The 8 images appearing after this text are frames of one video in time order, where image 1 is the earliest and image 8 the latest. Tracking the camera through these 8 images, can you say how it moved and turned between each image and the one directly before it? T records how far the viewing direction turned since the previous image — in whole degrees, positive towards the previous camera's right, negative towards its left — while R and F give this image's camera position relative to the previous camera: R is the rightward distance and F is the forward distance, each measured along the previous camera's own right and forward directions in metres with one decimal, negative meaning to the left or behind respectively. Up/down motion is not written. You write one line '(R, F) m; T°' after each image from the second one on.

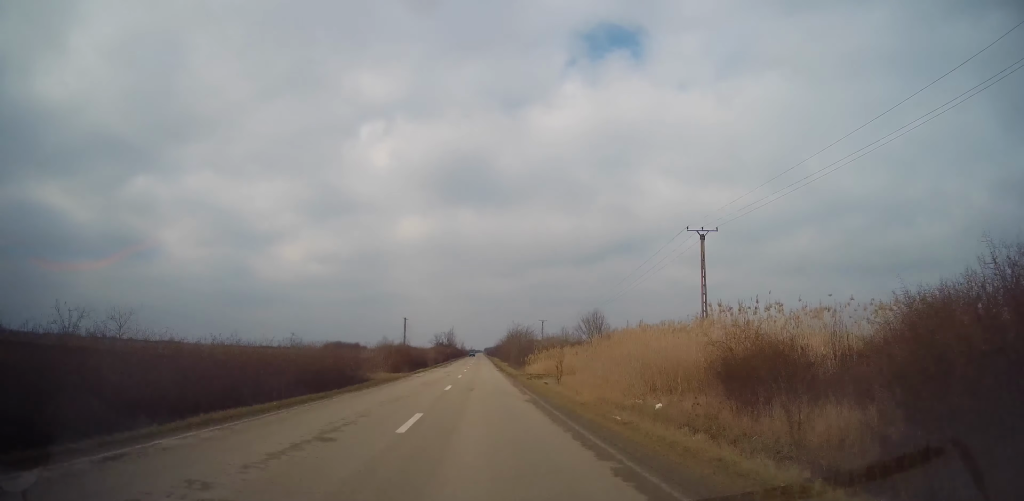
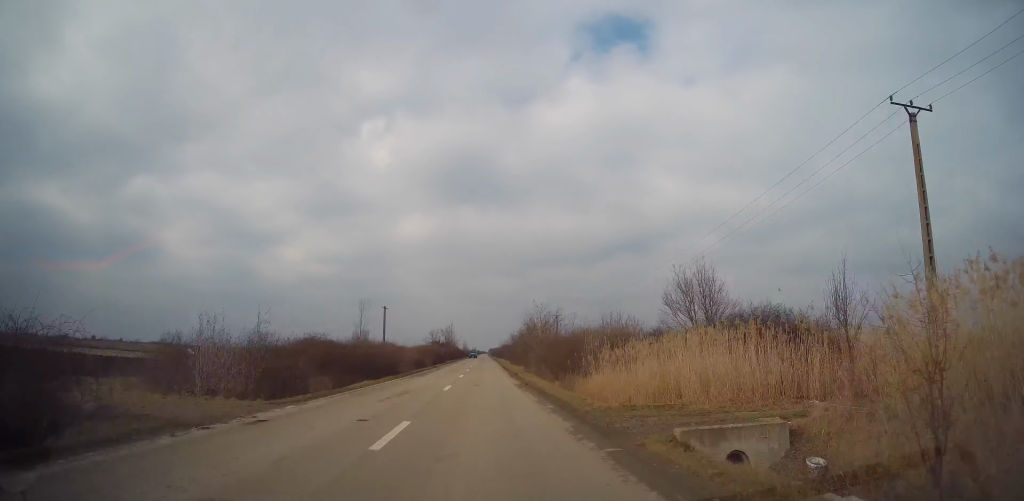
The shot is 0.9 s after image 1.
(+0.4, +25.8) m; -1°
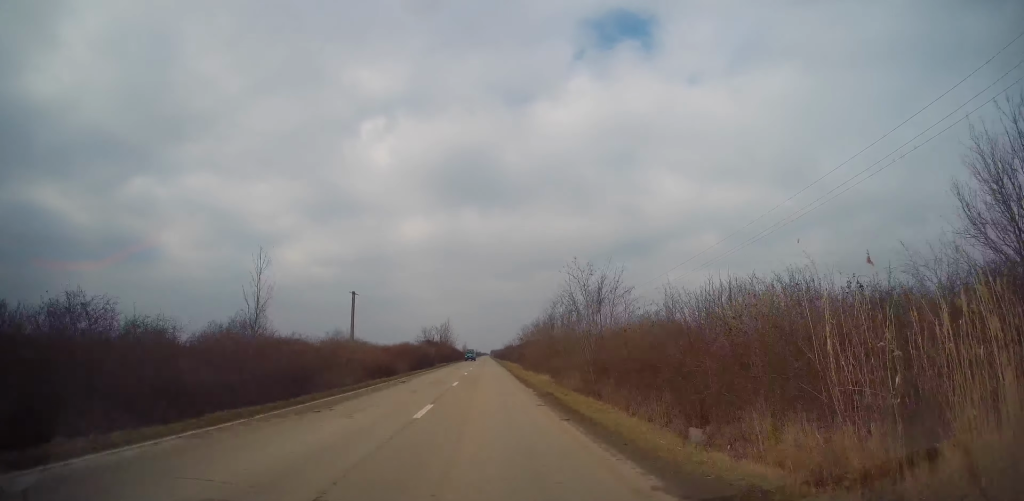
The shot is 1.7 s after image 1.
(-0.4, +20.2) m; 0°
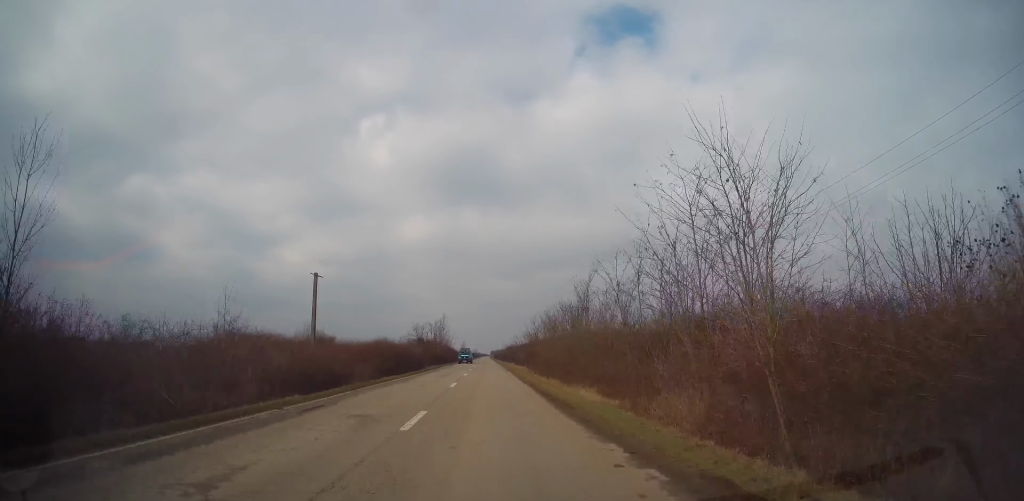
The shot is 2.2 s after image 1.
(-0.1, +13.8) m; 0°
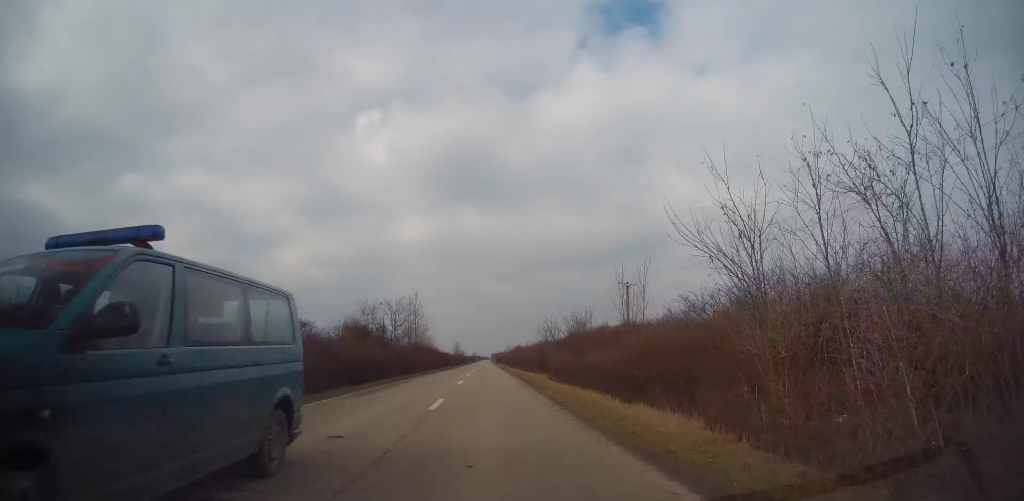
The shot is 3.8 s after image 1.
(+0.8, +43.9) m; 0°
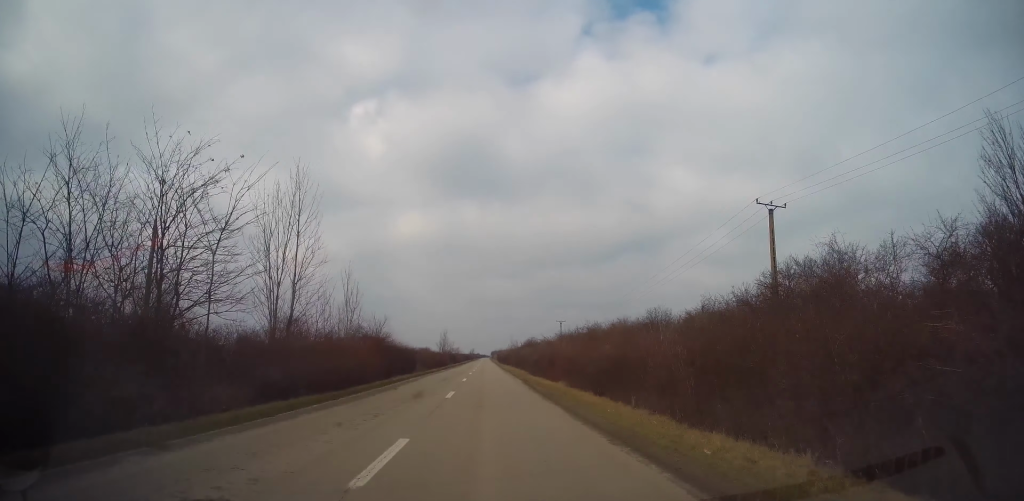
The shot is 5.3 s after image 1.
(-0.7, +42.4) m; 0°
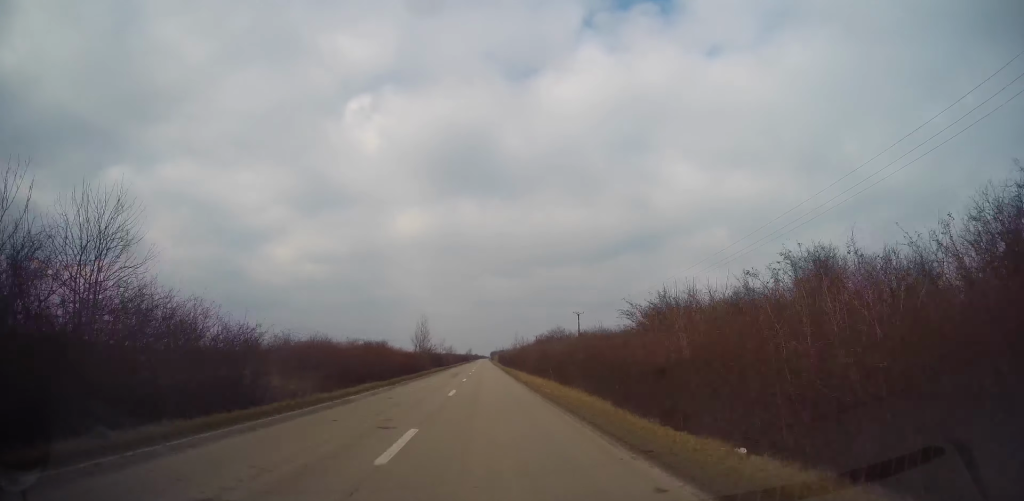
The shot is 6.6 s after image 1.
(+0.5, +34.0) m; +1°
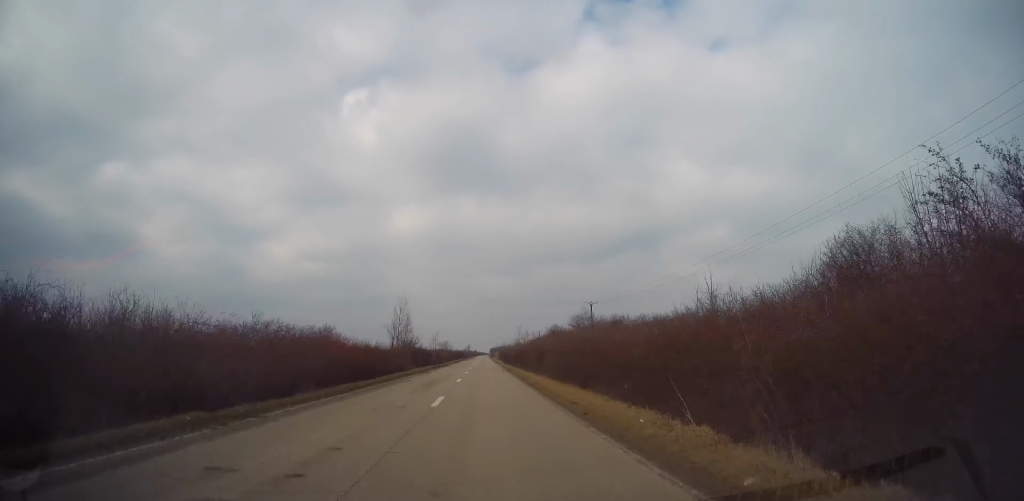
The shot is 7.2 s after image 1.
(0.0, +16.9) m; 0°
